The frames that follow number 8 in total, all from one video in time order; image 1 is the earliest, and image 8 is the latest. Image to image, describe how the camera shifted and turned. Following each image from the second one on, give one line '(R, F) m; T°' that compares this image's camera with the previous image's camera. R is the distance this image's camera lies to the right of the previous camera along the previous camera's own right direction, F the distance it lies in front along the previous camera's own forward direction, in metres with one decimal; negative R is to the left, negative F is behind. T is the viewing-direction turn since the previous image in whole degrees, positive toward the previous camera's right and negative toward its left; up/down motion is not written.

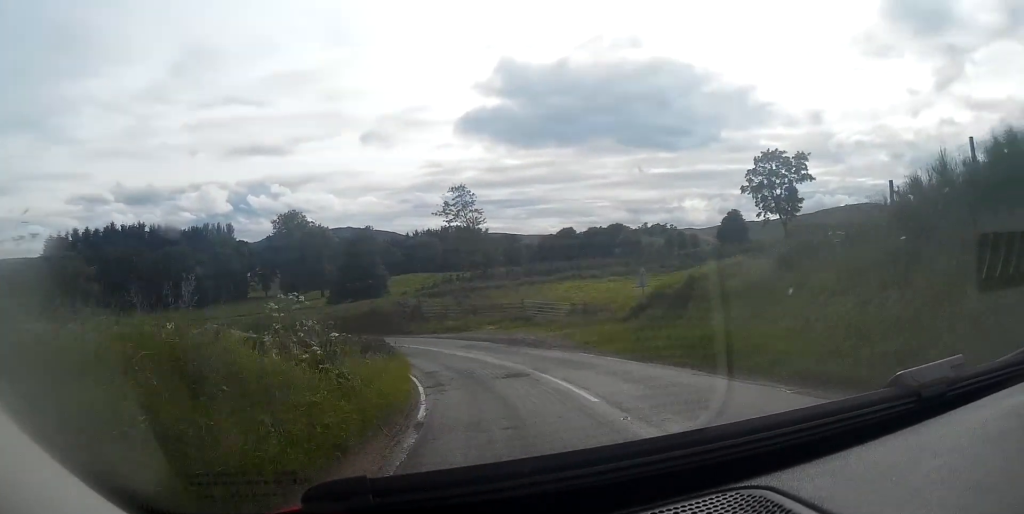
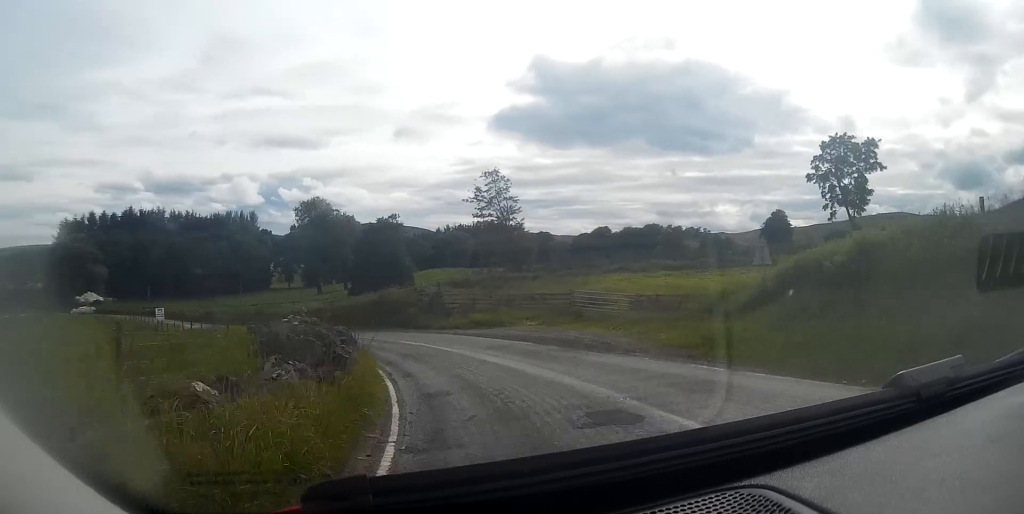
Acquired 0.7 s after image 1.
(-0.1, +8.1) m; -3°
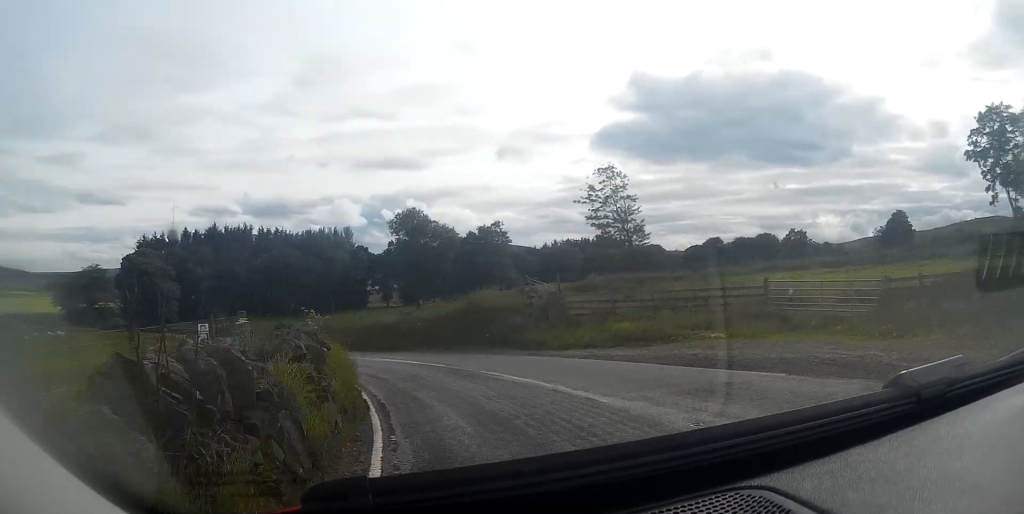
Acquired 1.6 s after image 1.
(-0.4, +10.8) m; -8°
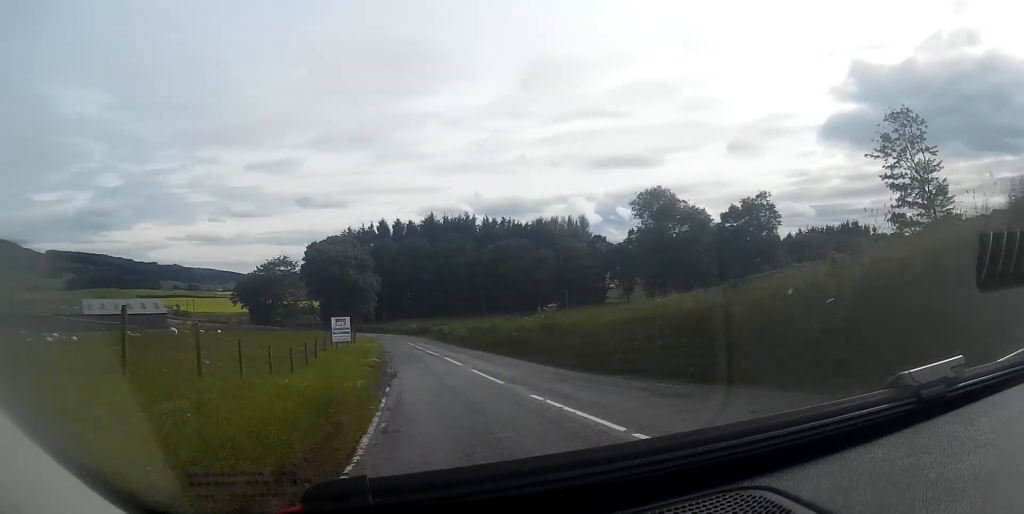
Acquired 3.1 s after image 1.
(-3.4, +18.8) m; -20°
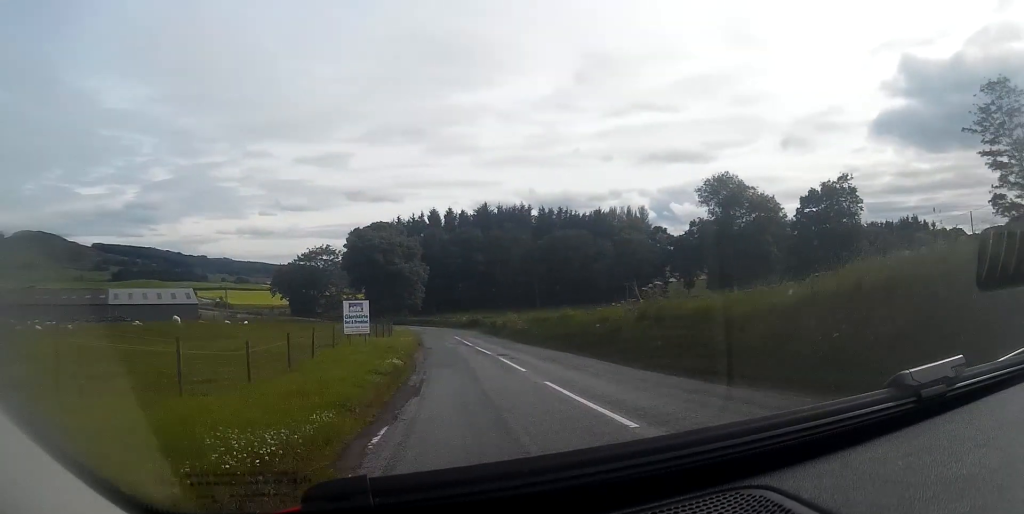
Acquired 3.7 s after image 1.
(-0.6, +8.4) m; -6°
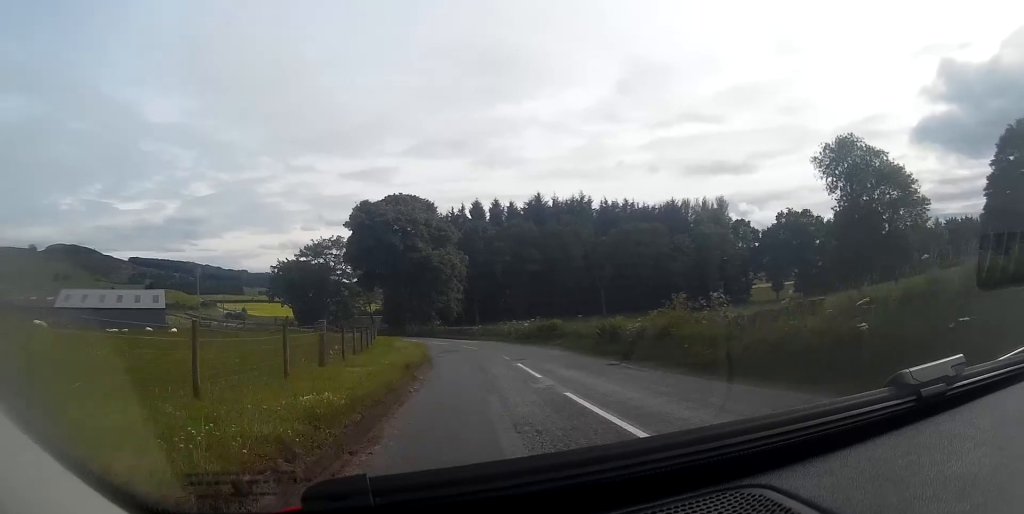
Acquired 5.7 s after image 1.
(-2.6, +30.4) m; -6°
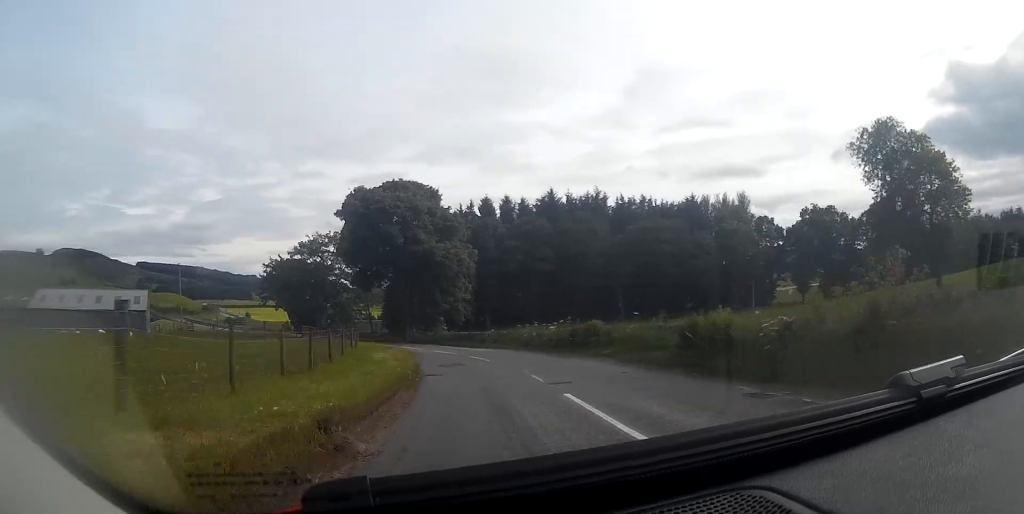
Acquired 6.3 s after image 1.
(0.0, +8.6) m; -1°
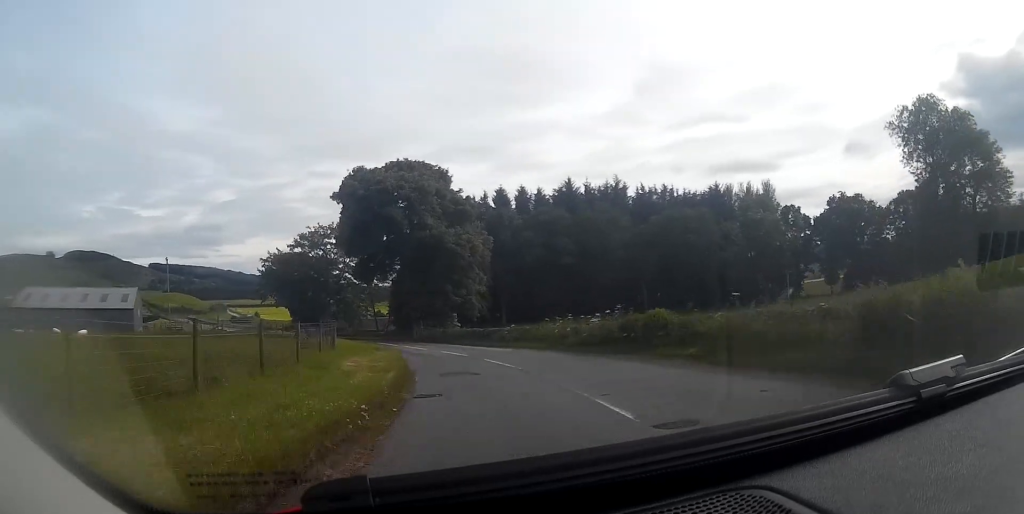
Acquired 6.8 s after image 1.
(-0.1, +7.2) m; -1°
